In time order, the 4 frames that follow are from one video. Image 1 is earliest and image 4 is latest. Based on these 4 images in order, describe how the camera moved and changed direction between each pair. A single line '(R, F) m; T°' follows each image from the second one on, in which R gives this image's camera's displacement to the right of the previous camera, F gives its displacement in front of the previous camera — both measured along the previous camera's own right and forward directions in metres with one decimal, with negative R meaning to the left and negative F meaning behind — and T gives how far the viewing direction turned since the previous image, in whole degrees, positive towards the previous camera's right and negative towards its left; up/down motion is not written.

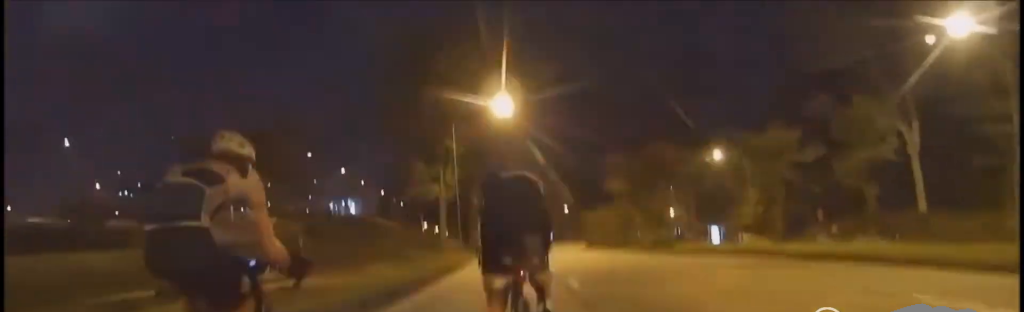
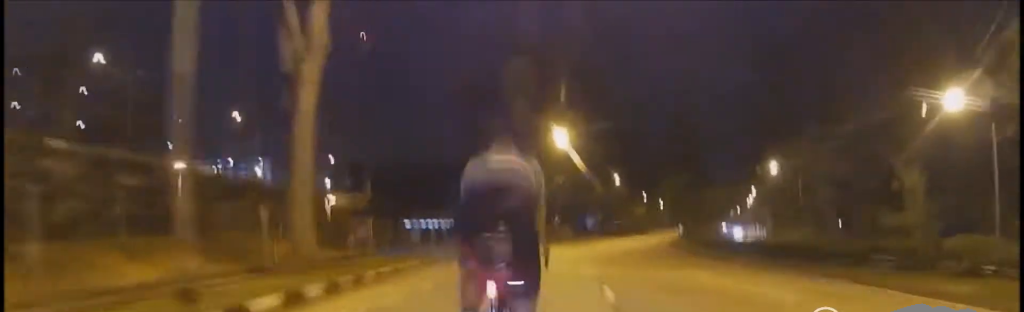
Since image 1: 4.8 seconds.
(+2.5, +67.0) m; +3°
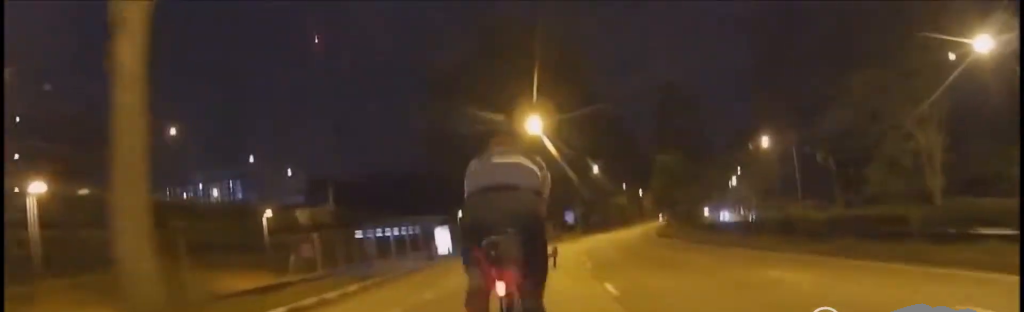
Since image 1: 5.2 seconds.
(-0.5, +6.0) m; 0°
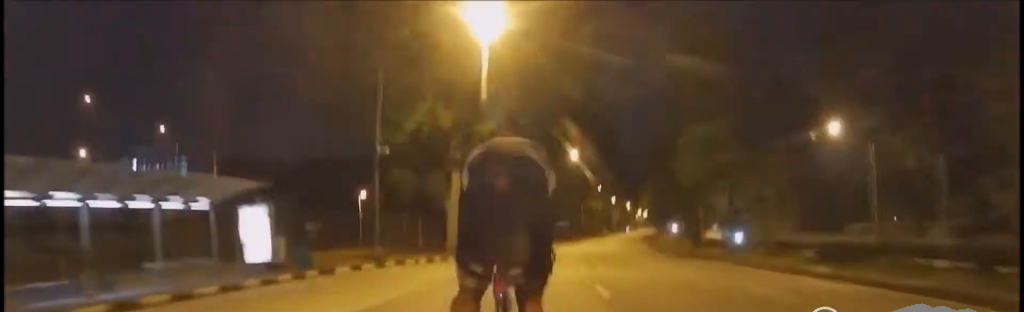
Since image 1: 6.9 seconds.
(+1.8, +23.6) m; +6°
